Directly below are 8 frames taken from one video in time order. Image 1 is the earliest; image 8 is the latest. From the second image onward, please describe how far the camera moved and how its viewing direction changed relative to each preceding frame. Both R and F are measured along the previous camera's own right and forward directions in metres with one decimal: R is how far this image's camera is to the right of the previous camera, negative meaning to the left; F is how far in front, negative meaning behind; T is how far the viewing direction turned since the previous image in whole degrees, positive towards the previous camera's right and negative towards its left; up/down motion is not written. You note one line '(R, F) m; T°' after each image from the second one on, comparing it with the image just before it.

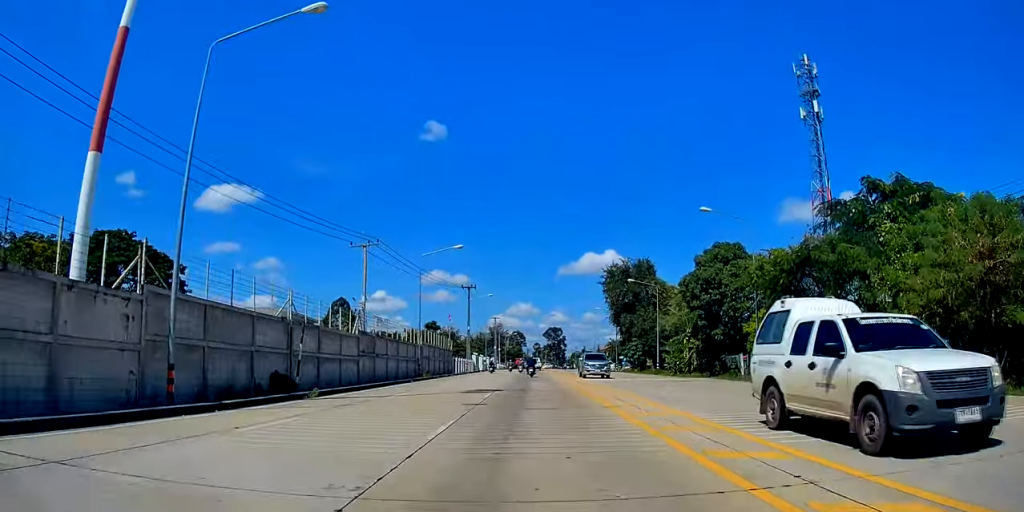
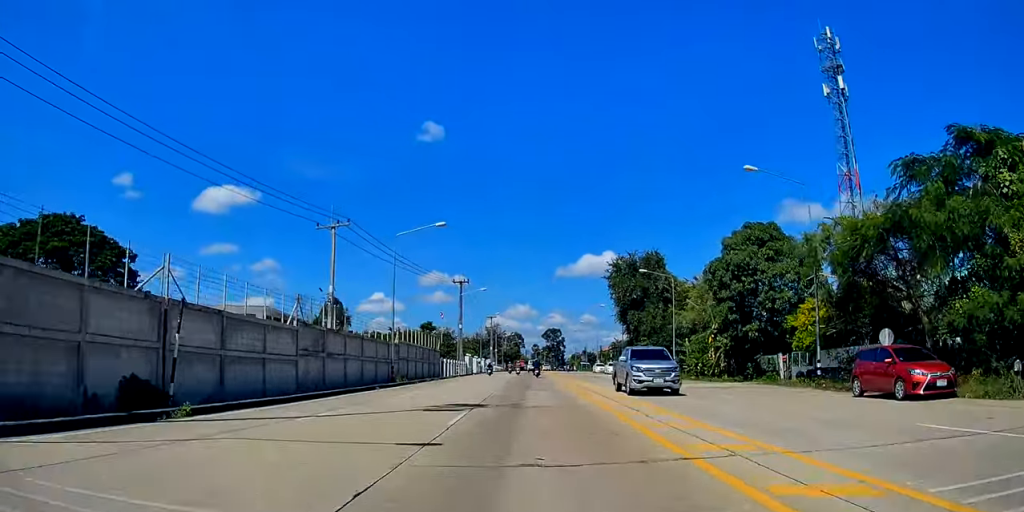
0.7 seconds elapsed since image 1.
(-0.6, +8.0) m; 0°
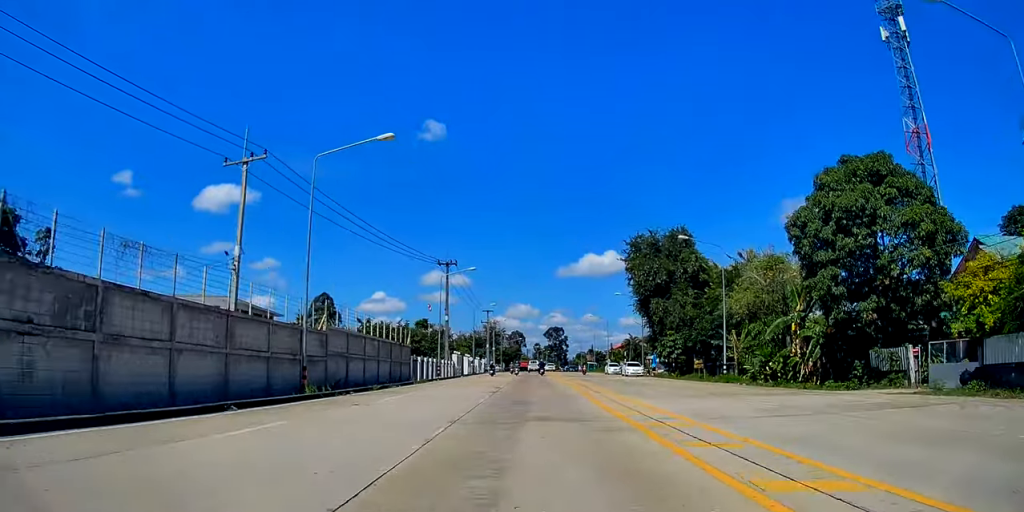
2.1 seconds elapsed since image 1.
(+0.9, +14.9) m; +4°
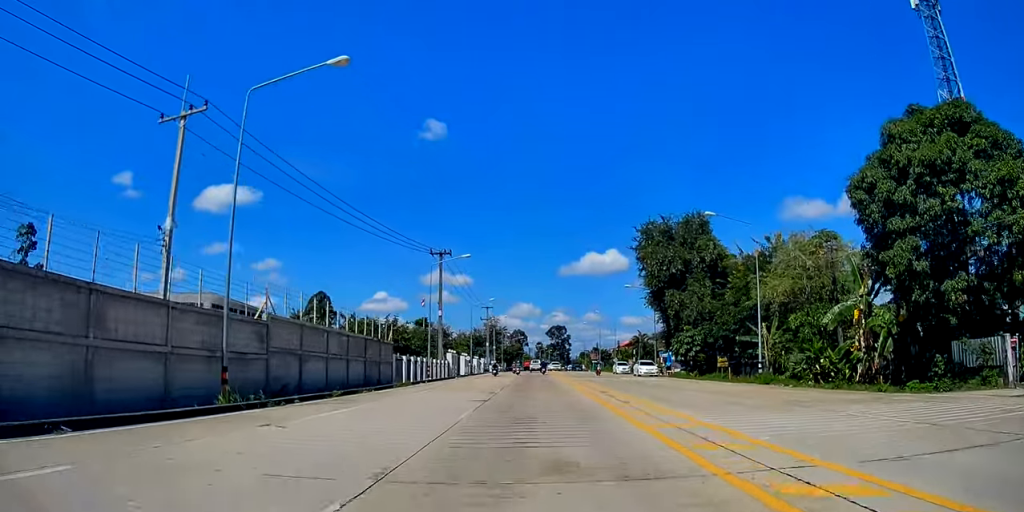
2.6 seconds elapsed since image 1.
(0.0, +6.3) m; 0°
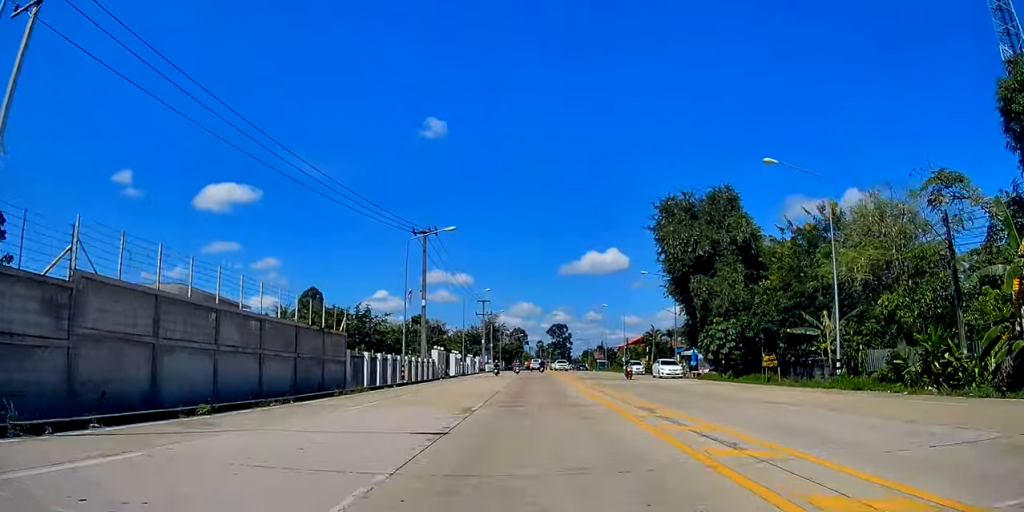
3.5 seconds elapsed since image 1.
(0.0, +9.6) m; 0°
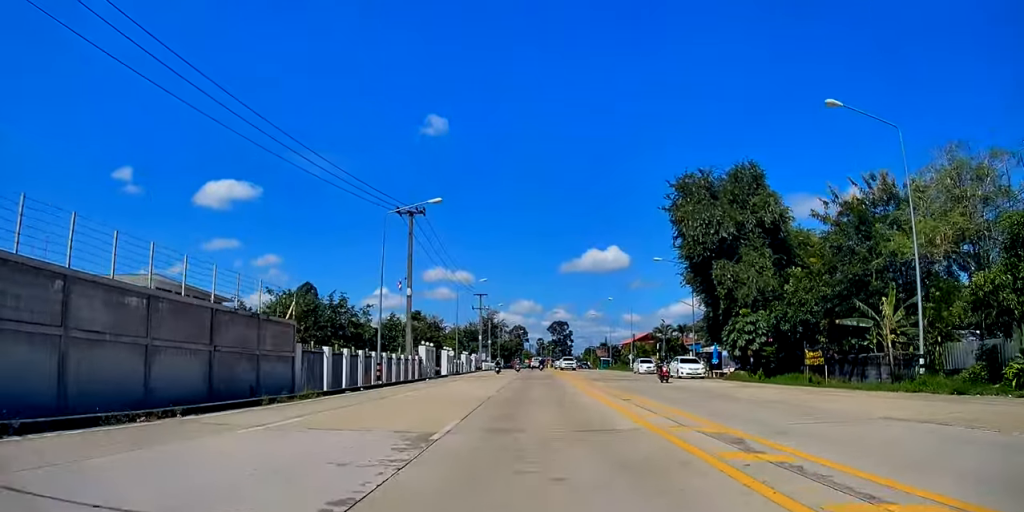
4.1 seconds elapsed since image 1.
(0.0, +6.6) m; -1°
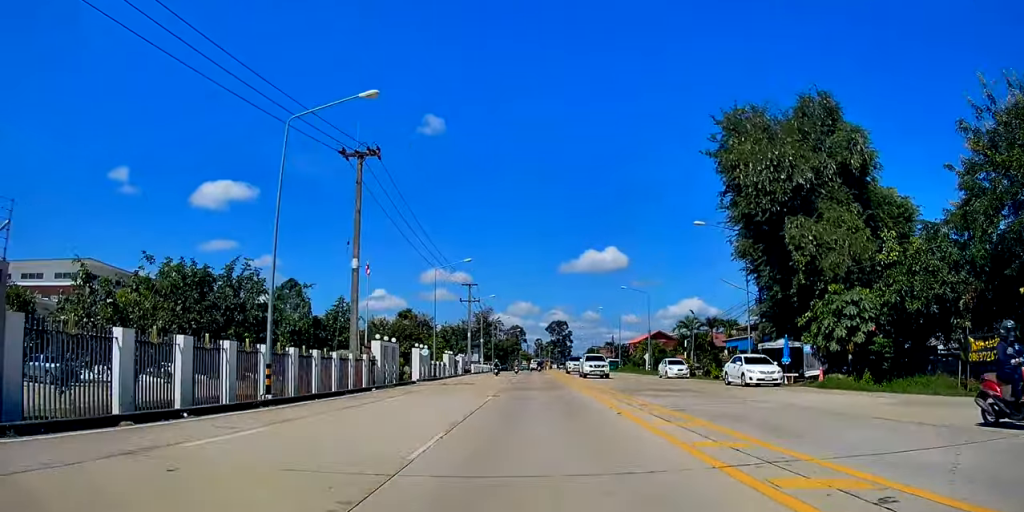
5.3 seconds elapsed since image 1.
(-0.5, +14.2) m; -3°
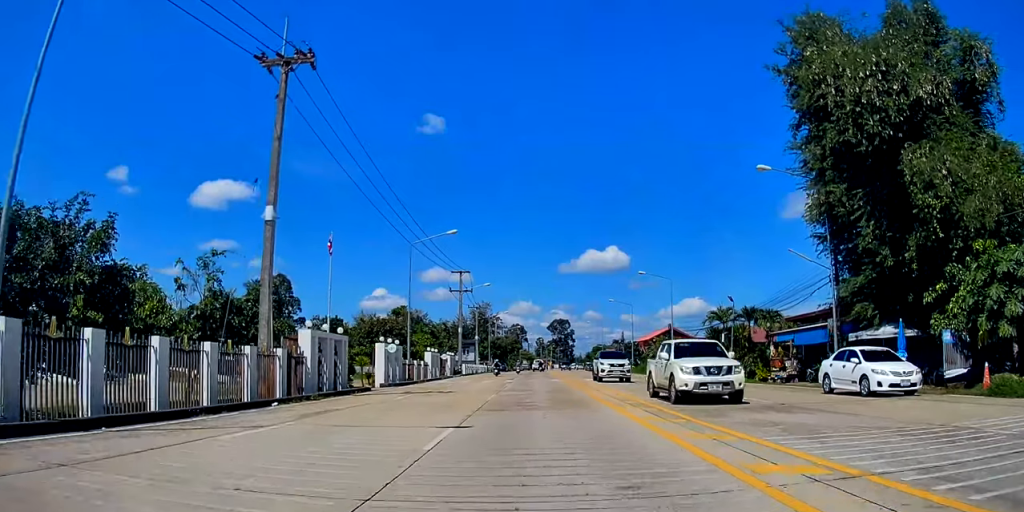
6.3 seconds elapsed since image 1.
(-0.1, +11.5) m; +2°
